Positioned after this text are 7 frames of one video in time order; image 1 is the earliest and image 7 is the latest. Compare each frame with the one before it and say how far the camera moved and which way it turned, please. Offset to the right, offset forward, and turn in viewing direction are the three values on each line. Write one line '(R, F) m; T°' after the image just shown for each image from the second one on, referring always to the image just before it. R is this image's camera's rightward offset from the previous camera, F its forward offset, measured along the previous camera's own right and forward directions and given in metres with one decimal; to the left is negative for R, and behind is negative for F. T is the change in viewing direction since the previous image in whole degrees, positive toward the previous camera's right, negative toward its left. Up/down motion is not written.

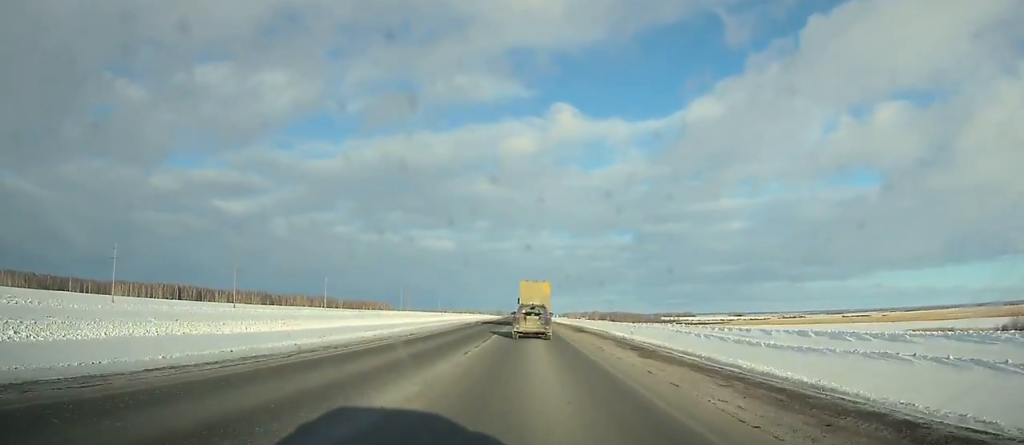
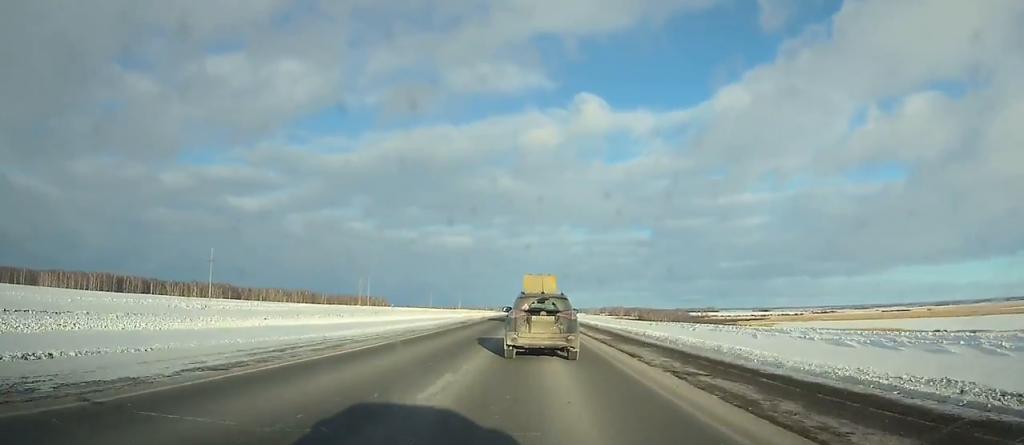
(-1.2, +146.9) m; -1°
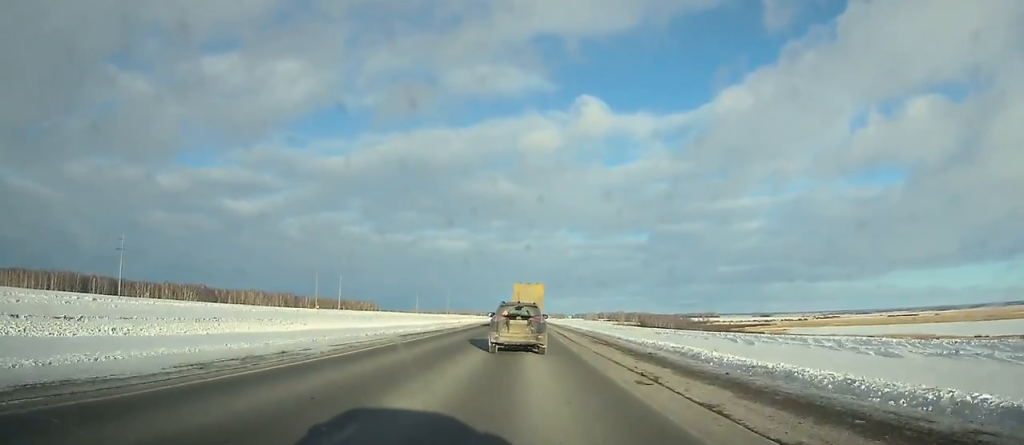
(0.0, +54.2) m; 0°
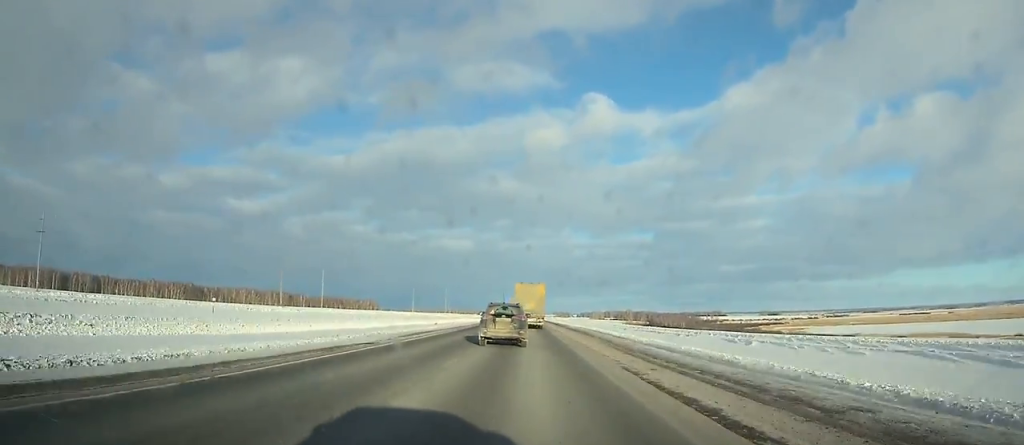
(0.0, +36.0) m; 0°
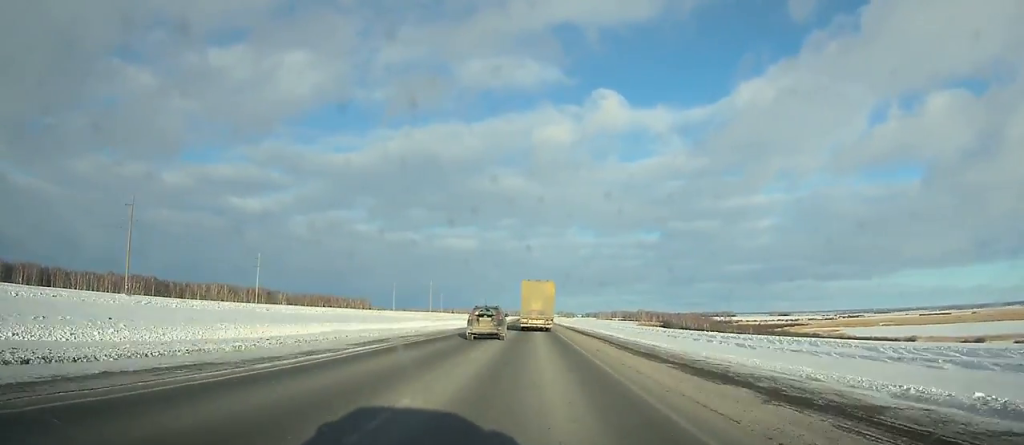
(-0.4, +78.6) m; -1°
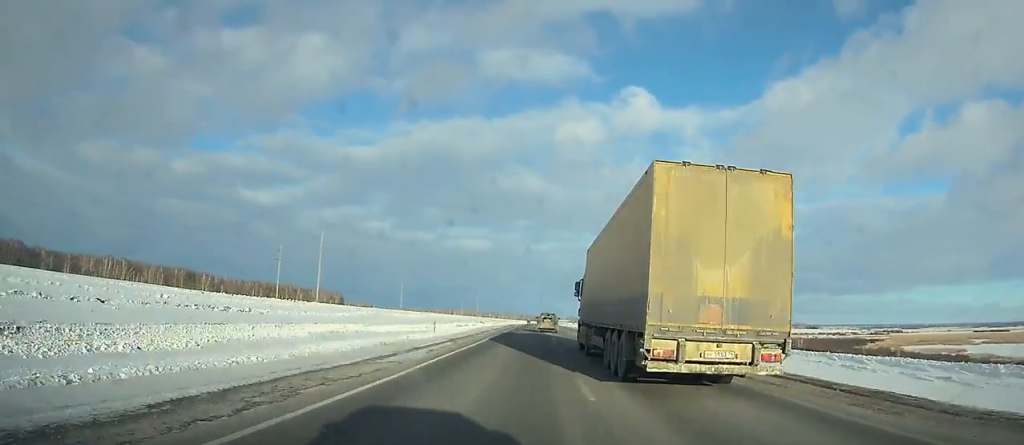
(-1.8, +194.6) m; 0°
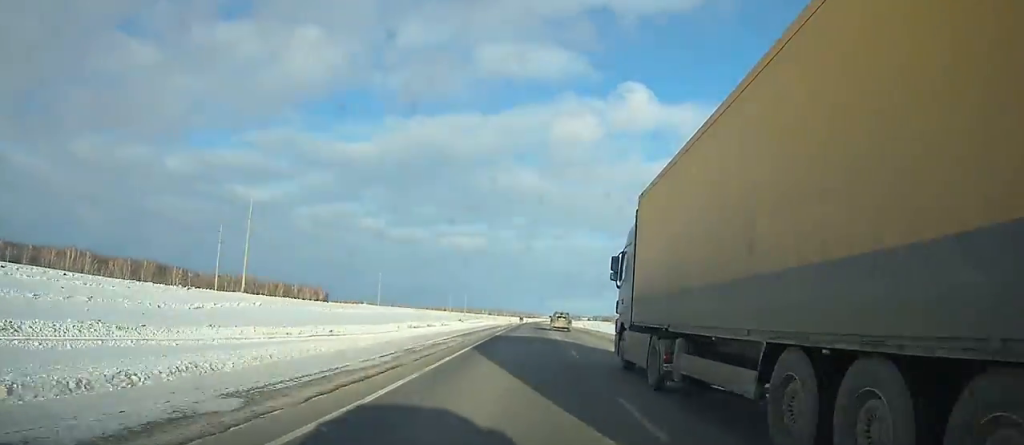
(+0.2, +40.0) m; 0°
